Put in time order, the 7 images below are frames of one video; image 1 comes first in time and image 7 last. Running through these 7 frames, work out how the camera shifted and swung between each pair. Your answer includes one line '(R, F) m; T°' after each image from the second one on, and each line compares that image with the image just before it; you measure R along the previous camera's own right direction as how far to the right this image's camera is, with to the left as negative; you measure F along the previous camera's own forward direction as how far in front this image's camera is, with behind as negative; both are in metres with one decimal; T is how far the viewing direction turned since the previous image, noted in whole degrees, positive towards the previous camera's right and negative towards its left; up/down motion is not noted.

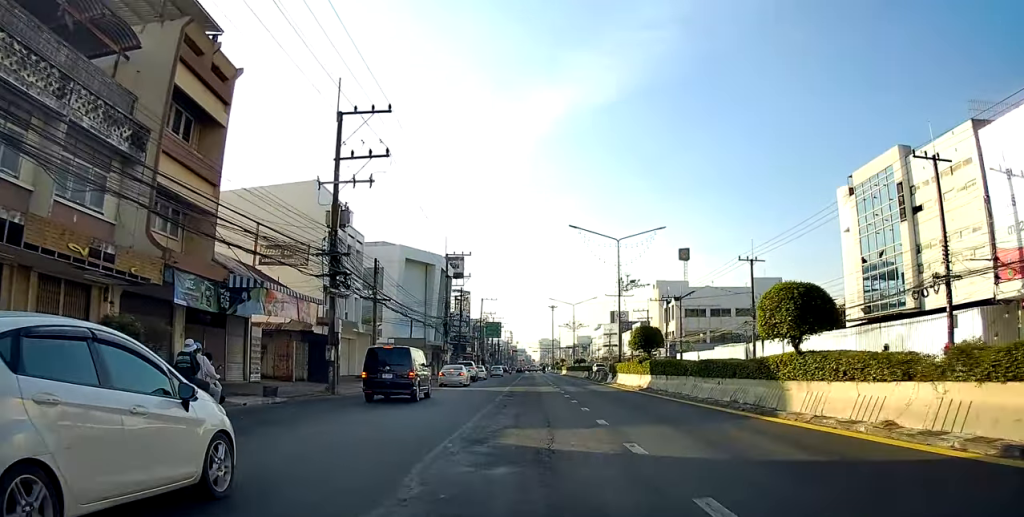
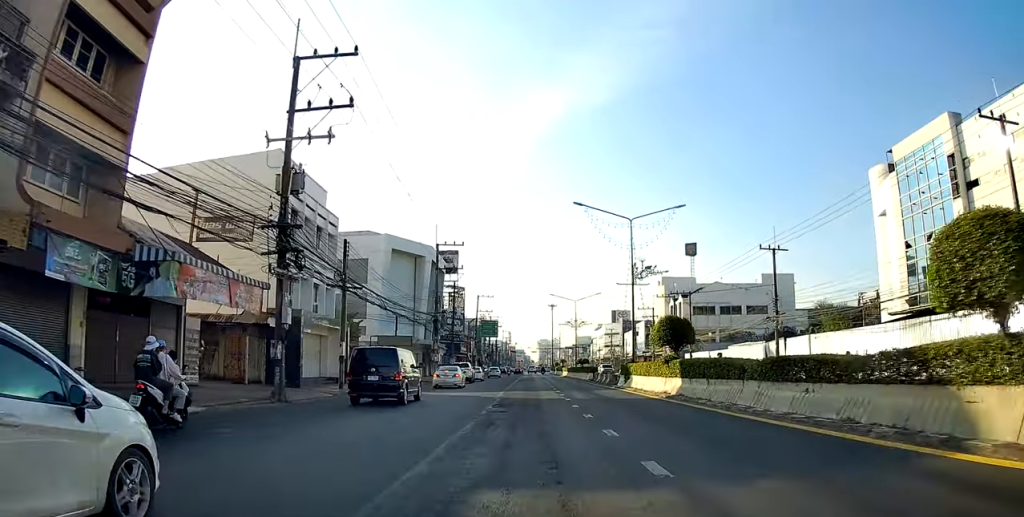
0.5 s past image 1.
(+0.3, +6.1) m; +2°
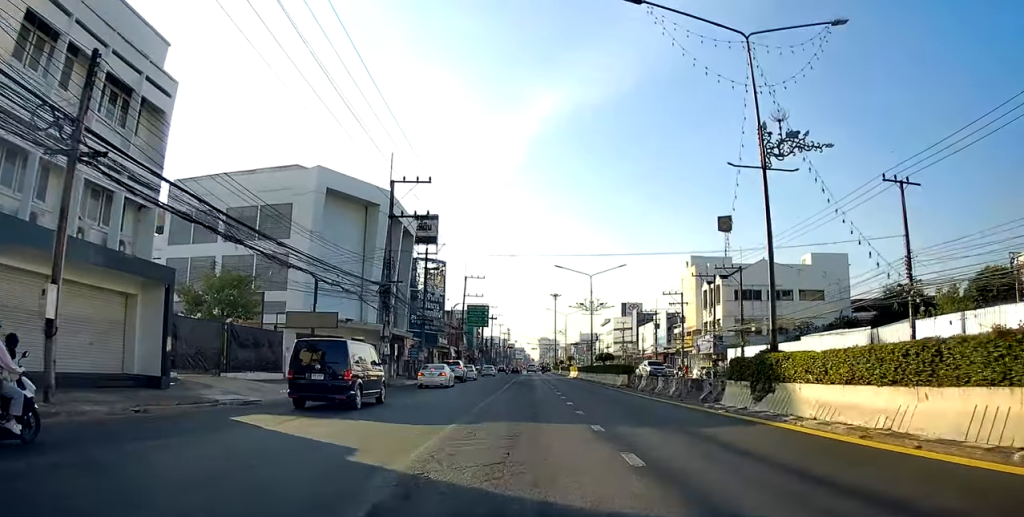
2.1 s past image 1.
(+0.9, +20.7) m; +2°
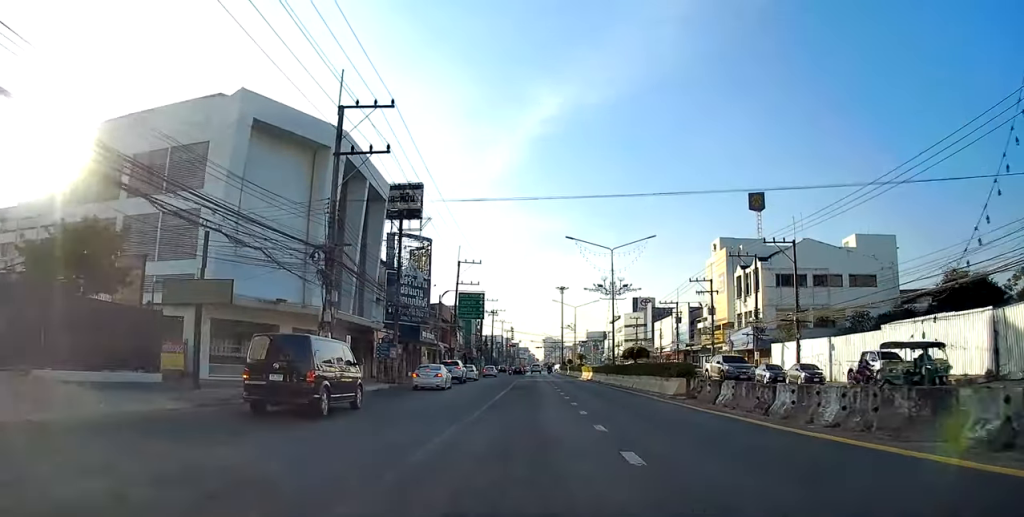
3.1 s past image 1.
(0.0, +12.8) m; 0°
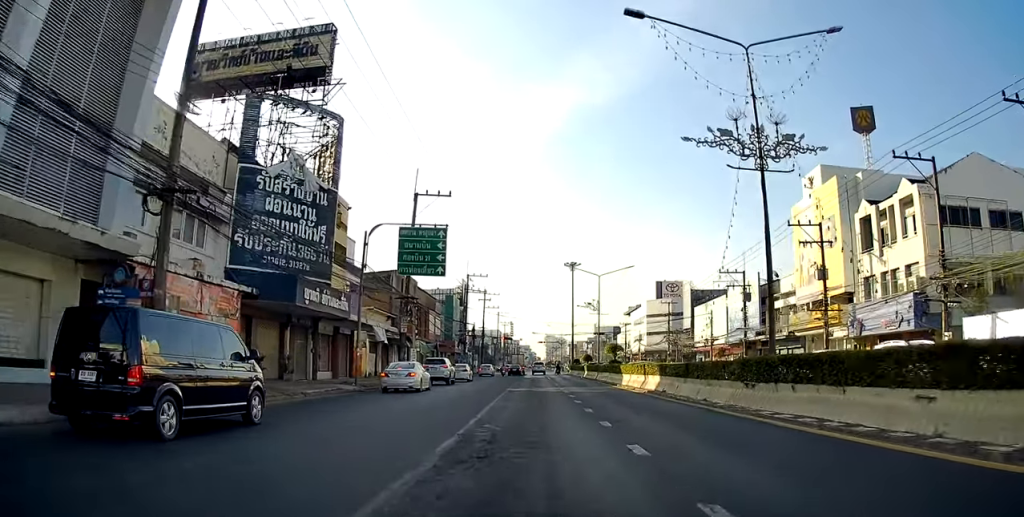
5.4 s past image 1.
(-0.1, +30.0) m; -1°
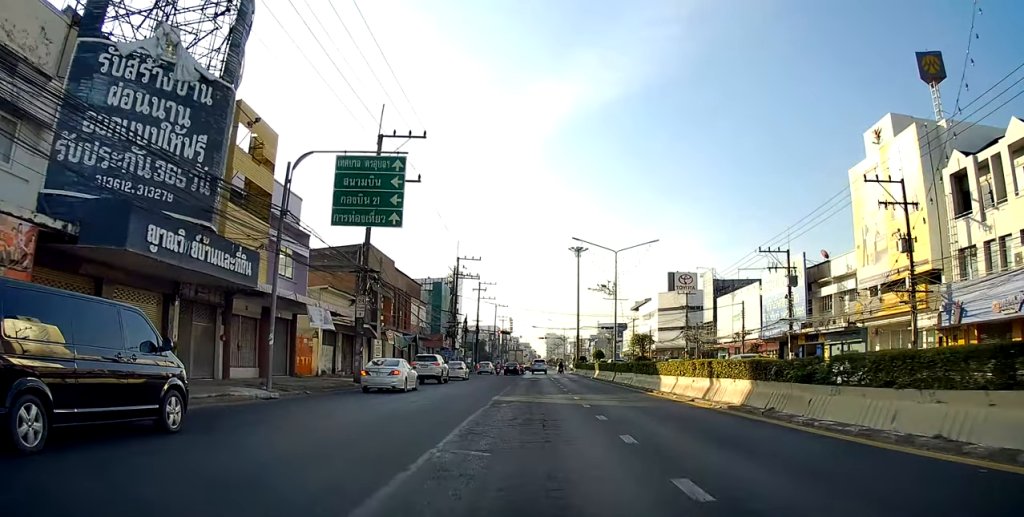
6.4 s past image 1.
(0.0, +11.6) m; -1°
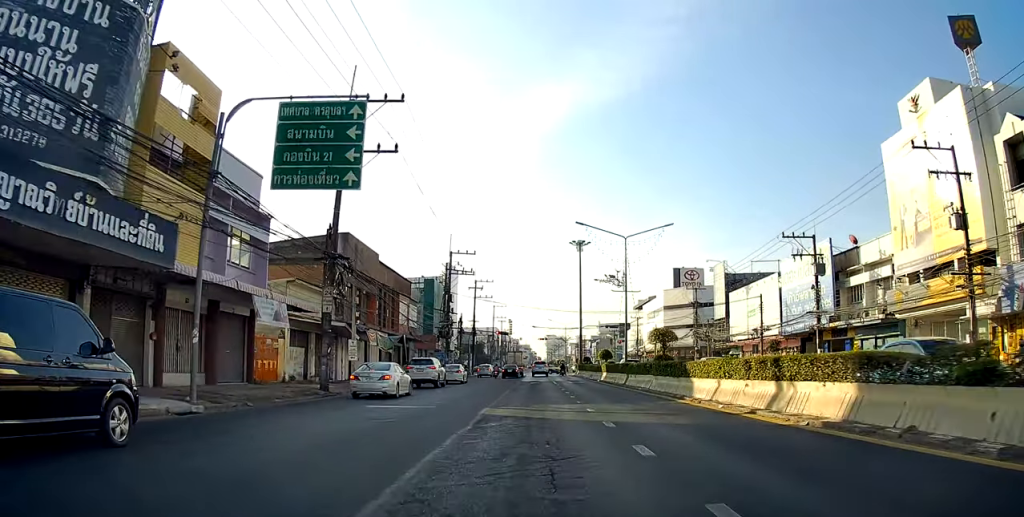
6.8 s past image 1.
(0.0, +5.5) m; 0°
